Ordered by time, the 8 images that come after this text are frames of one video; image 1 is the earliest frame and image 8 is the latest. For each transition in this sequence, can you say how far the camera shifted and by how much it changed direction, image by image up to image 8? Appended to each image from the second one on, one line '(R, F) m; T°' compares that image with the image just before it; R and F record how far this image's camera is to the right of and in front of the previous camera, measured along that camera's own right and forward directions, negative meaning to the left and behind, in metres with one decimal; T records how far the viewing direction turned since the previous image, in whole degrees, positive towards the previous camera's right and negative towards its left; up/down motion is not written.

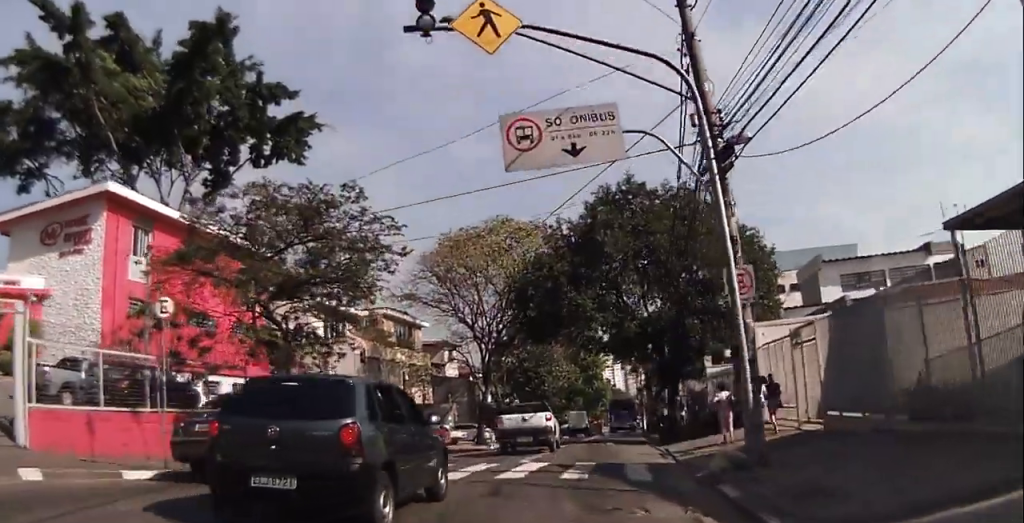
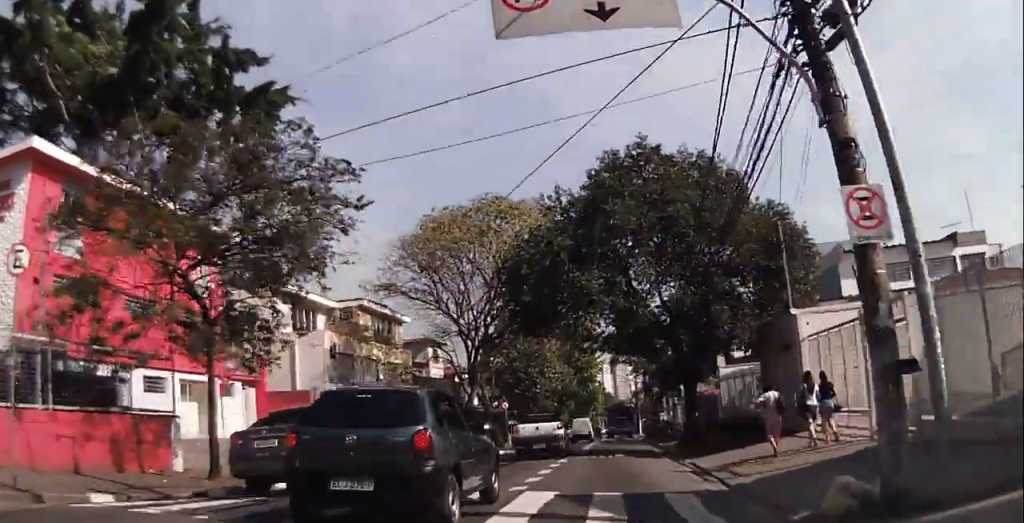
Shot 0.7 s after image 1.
(0.0, +4.7) m; 0°
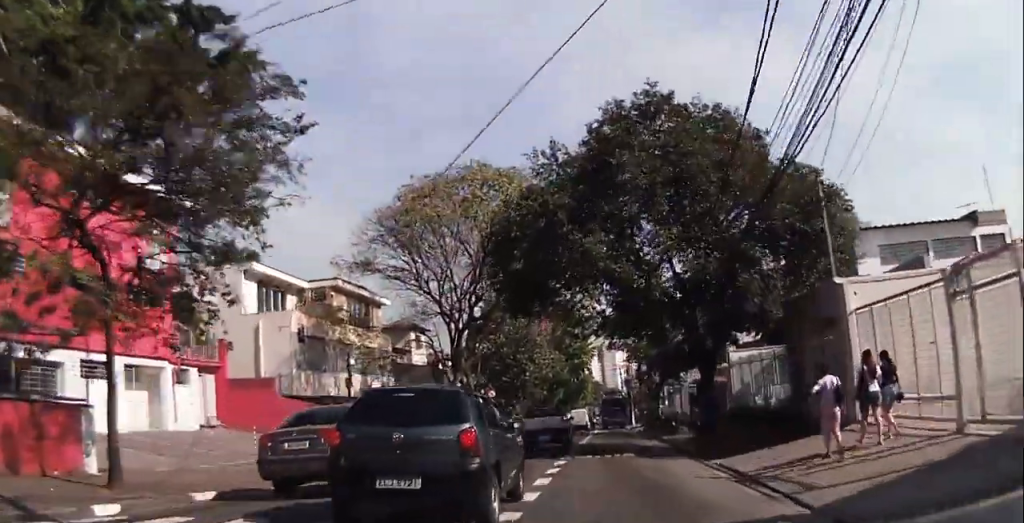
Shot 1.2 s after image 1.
(0.0, +3.8) m; +1°
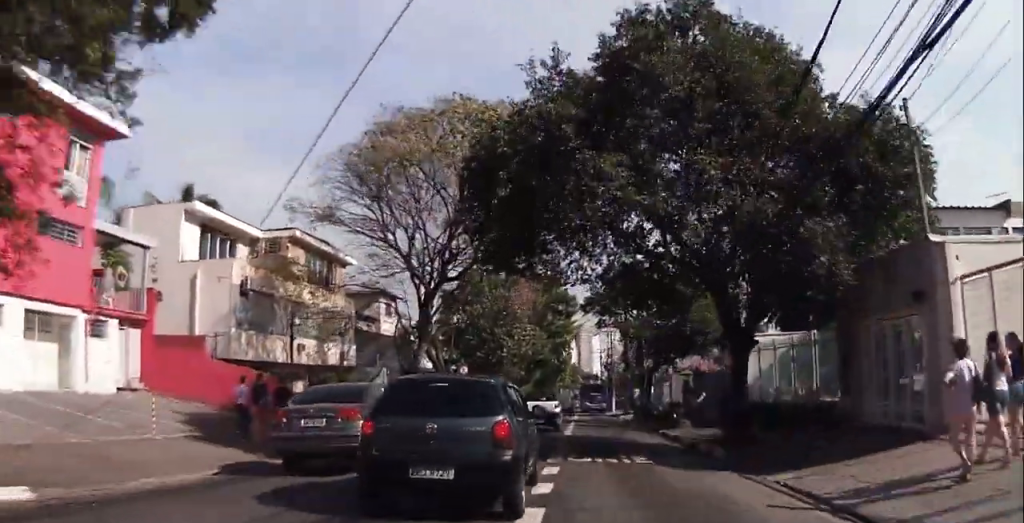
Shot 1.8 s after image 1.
(0.0, +4.6) m; +2°
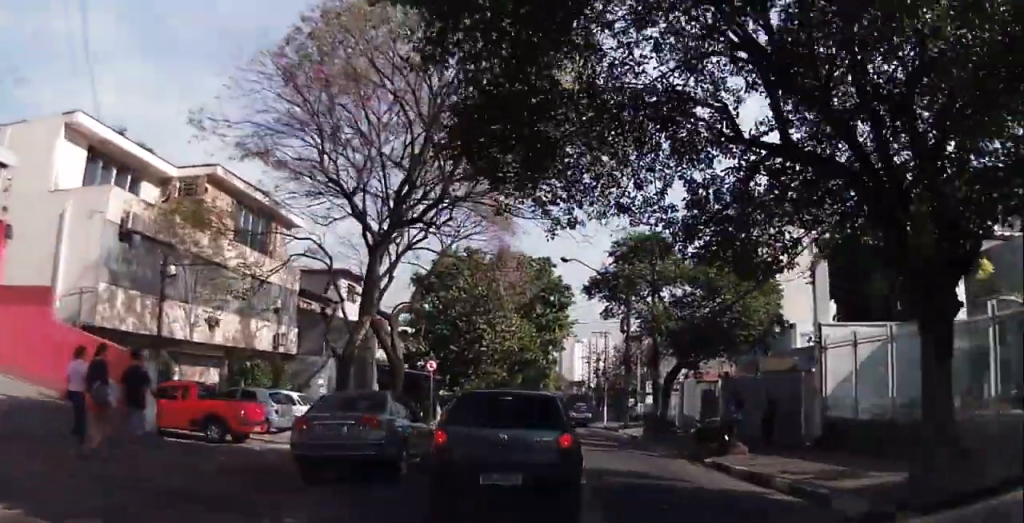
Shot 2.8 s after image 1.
(+0.3, +9.0) m; +1°
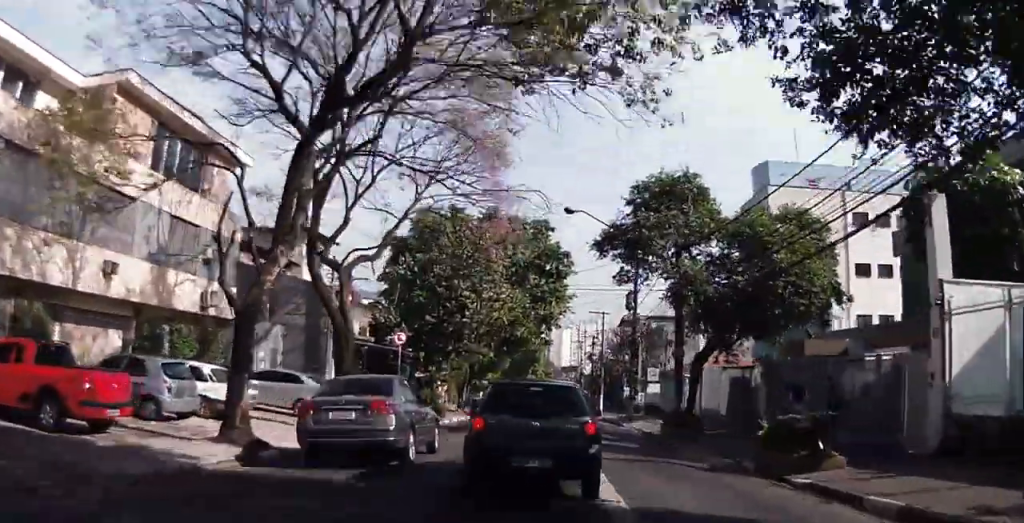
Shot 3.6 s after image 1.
(-0.1, +7.1) m; +1°
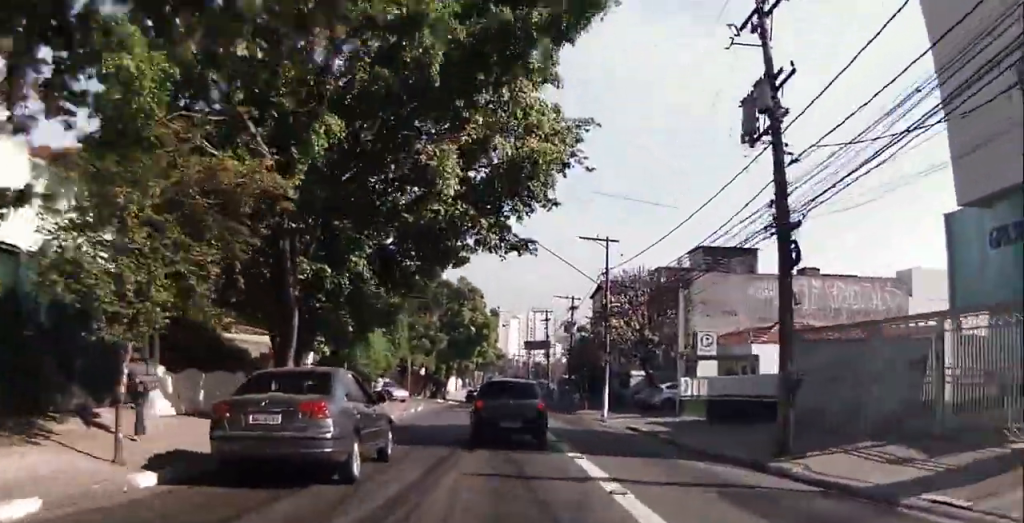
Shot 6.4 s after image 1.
(+1.9, +29.7) m; +4°
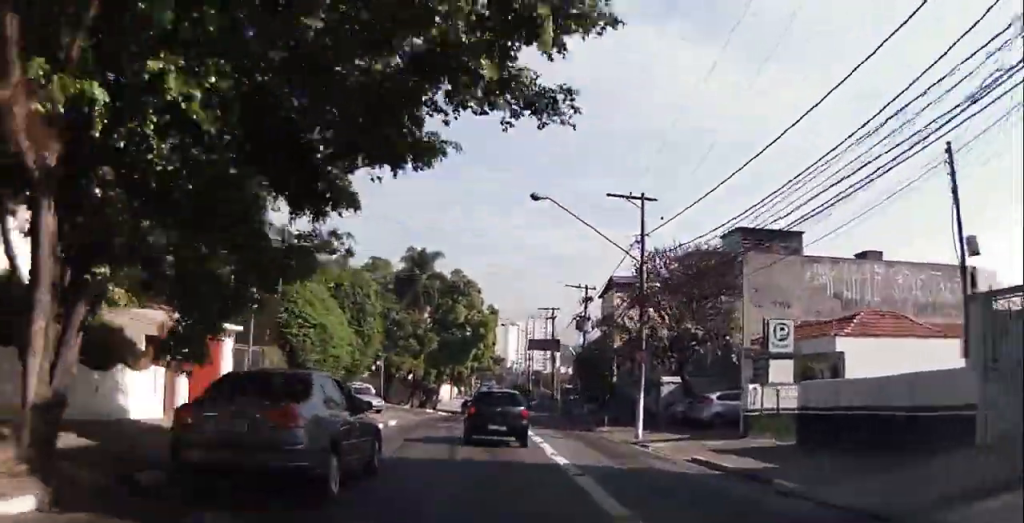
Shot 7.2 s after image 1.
(-0.1, +9.1) m; -1°
